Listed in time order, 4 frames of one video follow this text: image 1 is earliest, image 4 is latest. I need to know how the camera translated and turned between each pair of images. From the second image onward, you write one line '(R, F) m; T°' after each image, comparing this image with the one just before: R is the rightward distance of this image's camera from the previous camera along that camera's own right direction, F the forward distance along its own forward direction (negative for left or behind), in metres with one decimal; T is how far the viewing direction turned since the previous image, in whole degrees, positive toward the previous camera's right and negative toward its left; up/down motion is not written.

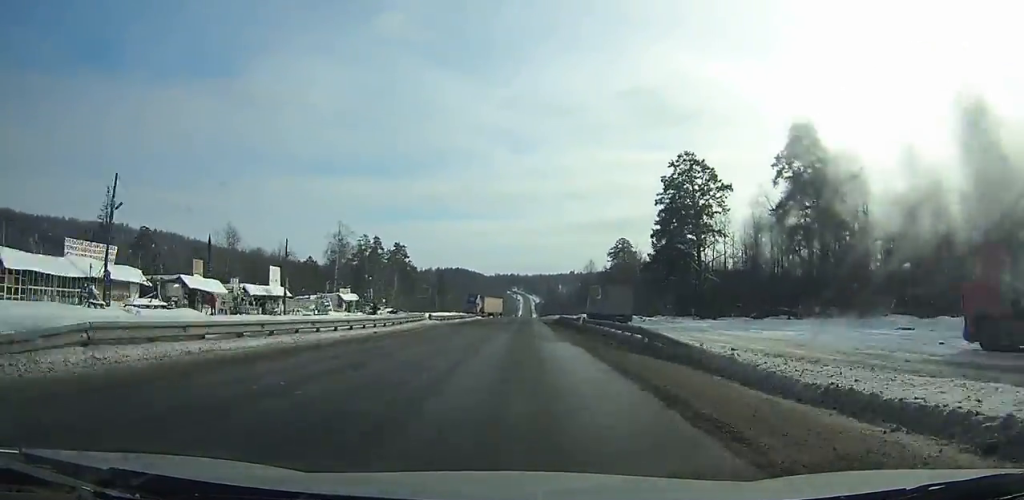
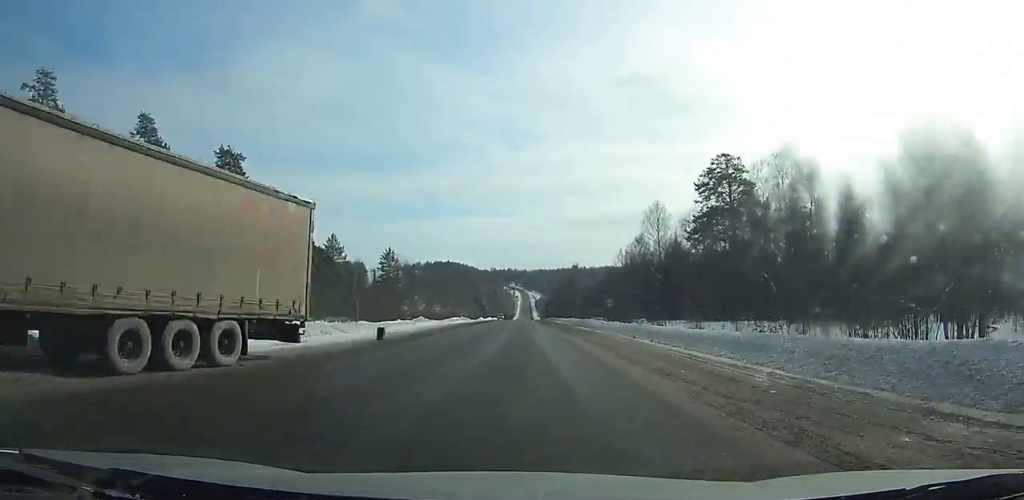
(+0.4, +112.5) m; 0°
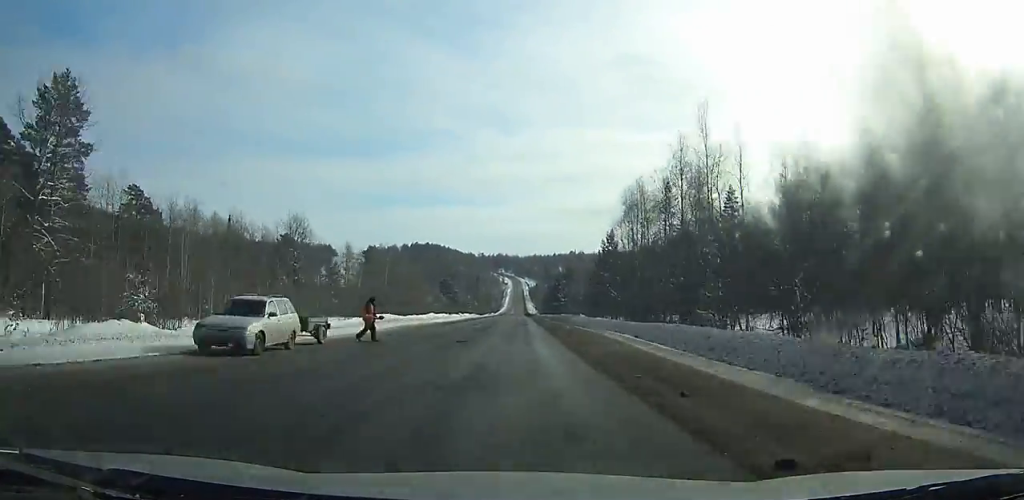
(+0.3, +141.6) m; 0°
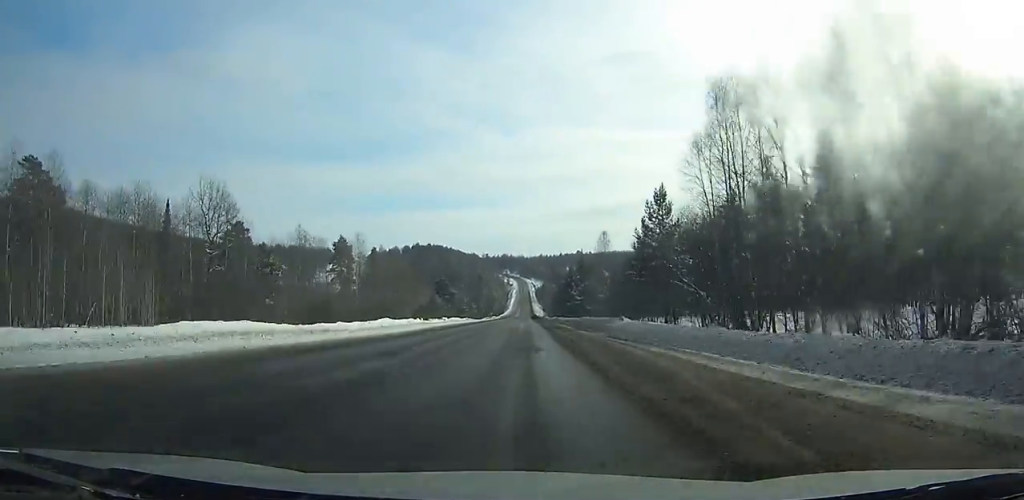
(-0.1, +31.3) m; 0°
